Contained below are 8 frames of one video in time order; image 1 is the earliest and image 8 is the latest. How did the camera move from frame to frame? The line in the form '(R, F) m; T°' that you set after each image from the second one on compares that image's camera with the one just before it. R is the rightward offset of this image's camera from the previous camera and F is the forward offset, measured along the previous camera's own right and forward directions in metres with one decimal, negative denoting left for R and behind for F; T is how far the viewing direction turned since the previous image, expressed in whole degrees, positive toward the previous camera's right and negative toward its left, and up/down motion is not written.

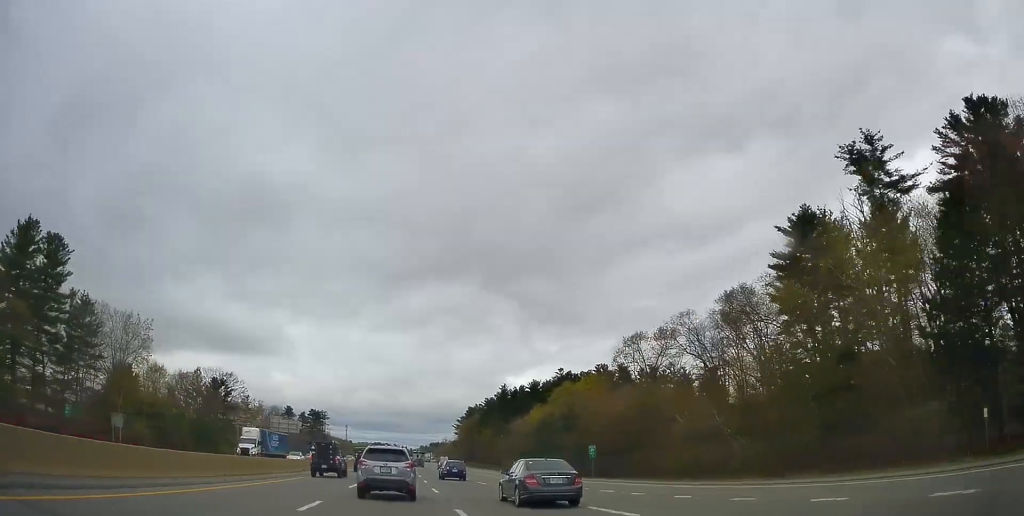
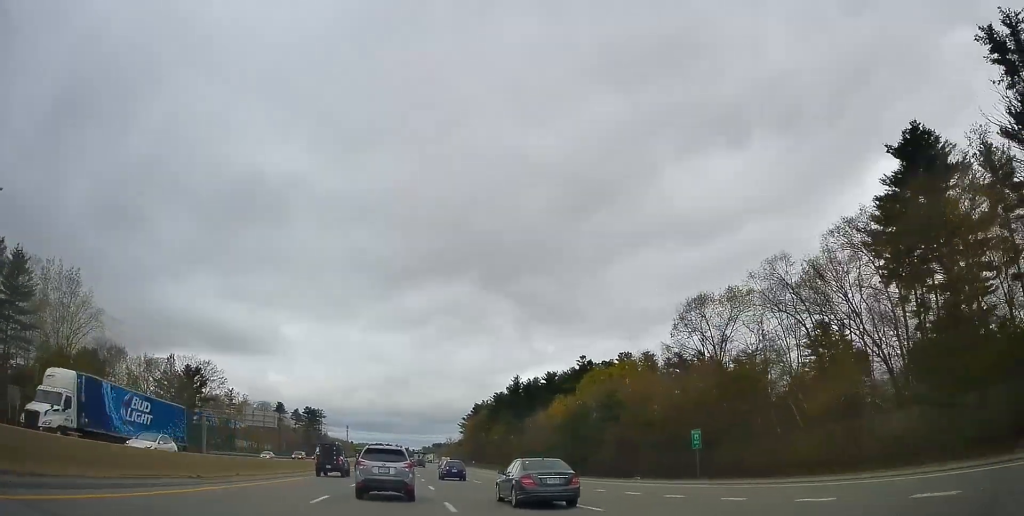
(+0.2, +22.2) m; 0°
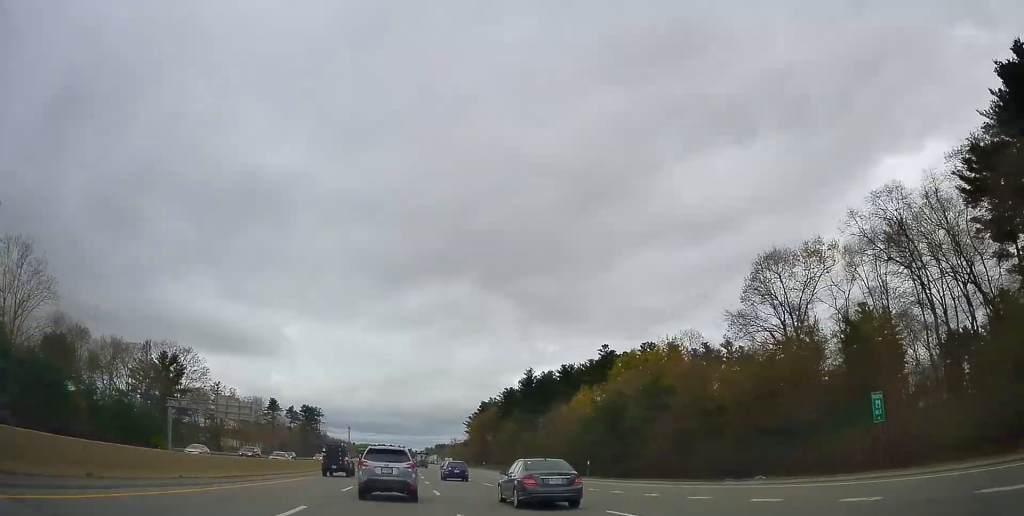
(-0.1, +16.8) m; -1°
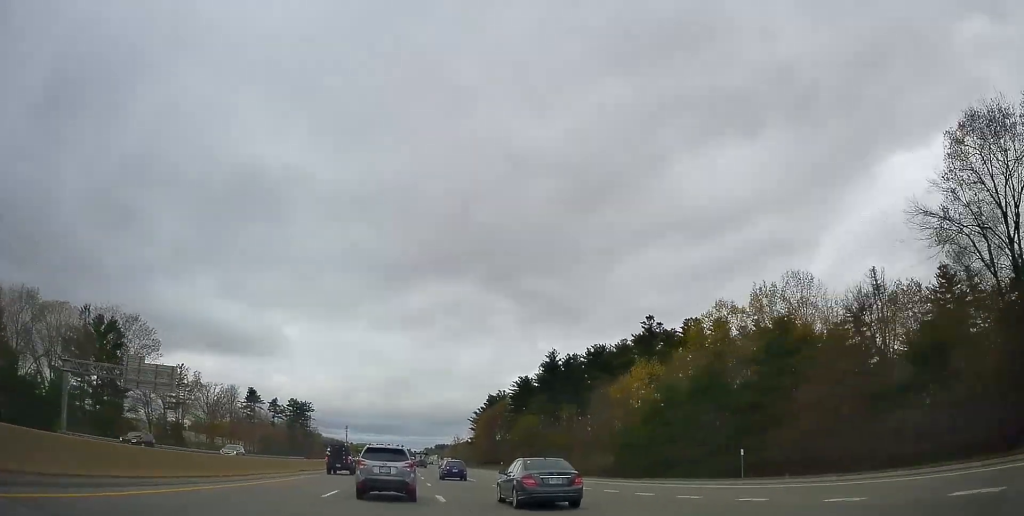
(-0.2, +29.3) m; 0°
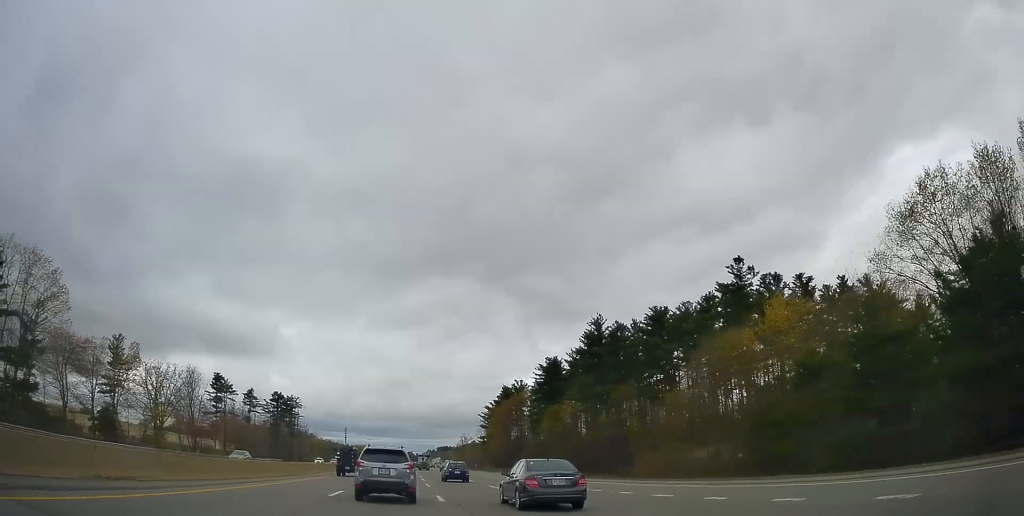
(+0.2, +35.5) m; 0°
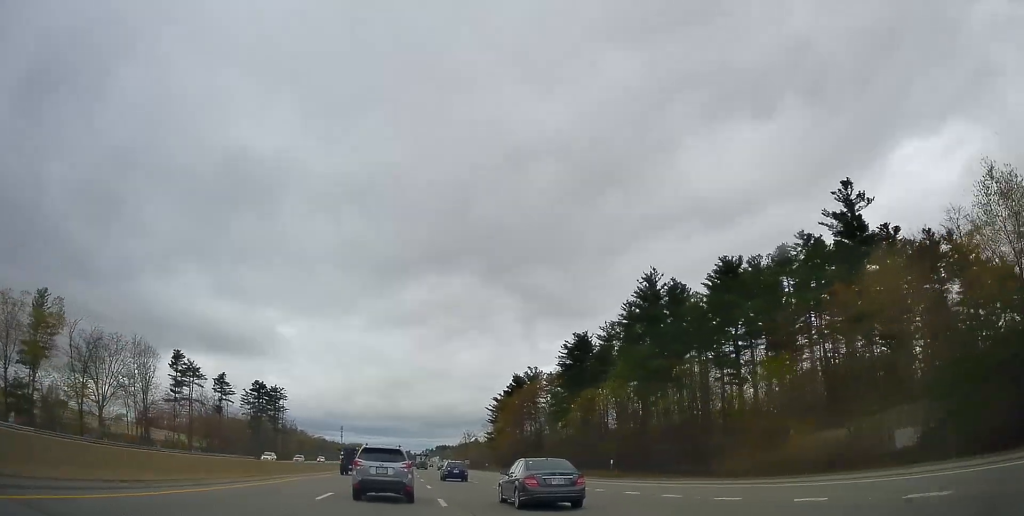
(-0.2, +27.1) m; 0°
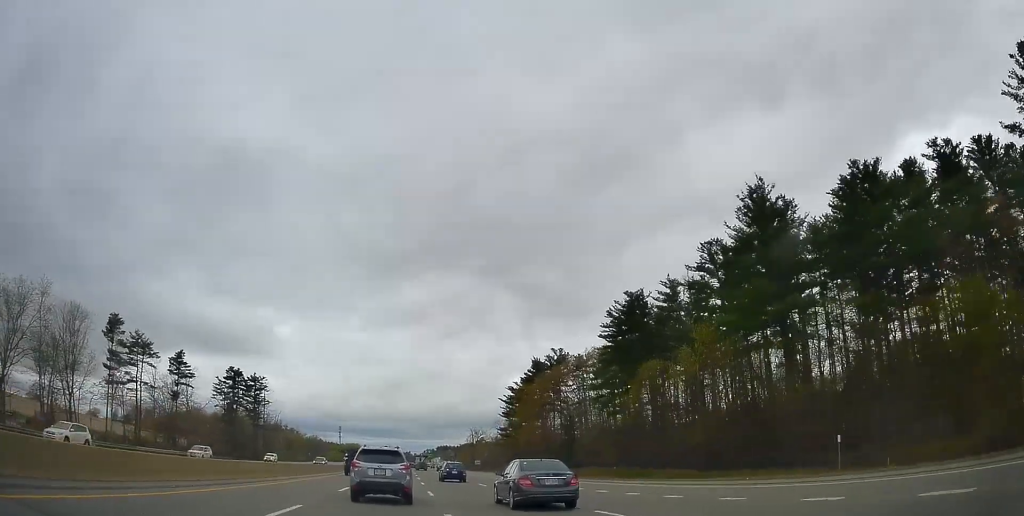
(+0.2, +29.9) m; 0°
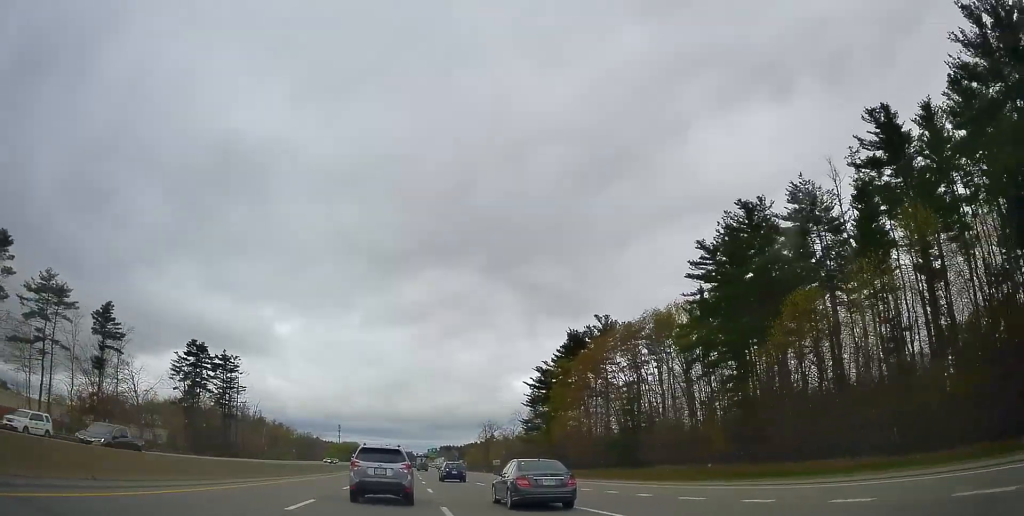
(-0.3, +33.7) m; 0°
